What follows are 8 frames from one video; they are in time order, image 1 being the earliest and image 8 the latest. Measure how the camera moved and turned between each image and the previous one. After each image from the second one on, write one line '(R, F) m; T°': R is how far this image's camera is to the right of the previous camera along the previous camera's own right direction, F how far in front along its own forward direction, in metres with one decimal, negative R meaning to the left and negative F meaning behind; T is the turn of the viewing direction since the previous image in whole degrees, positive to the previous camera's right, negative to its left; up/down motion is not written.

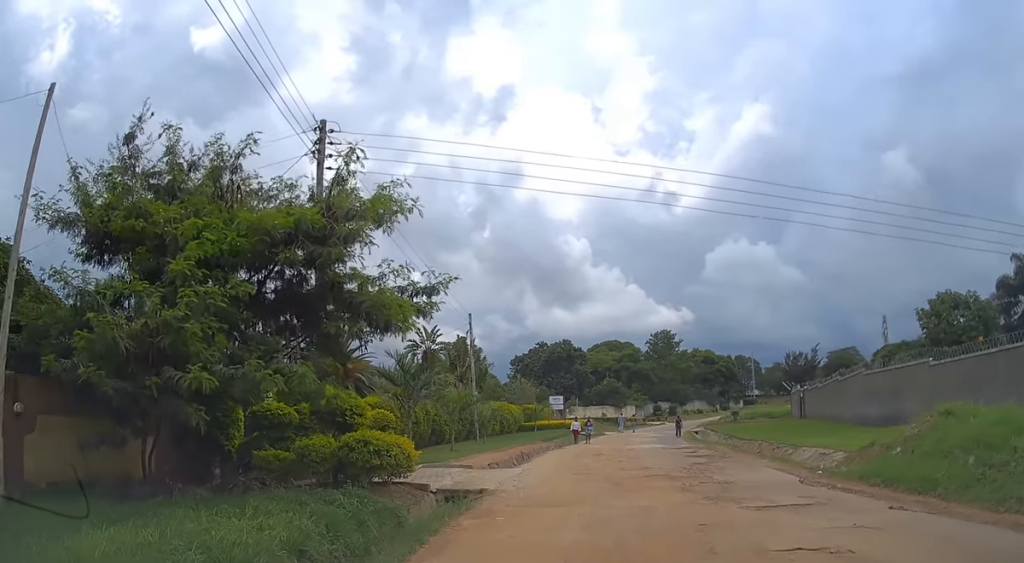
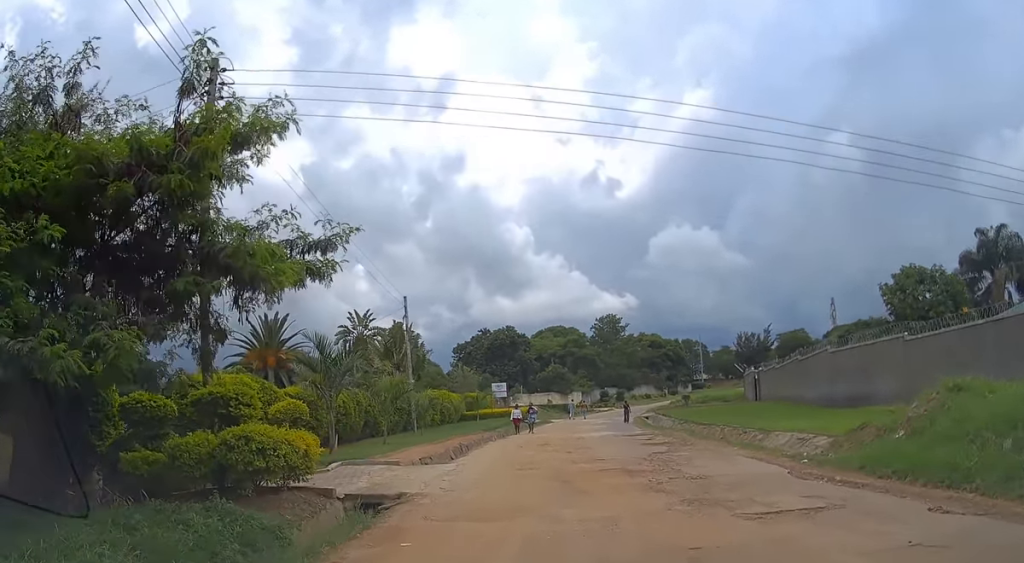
(+0.1, +2.9) m; +5°
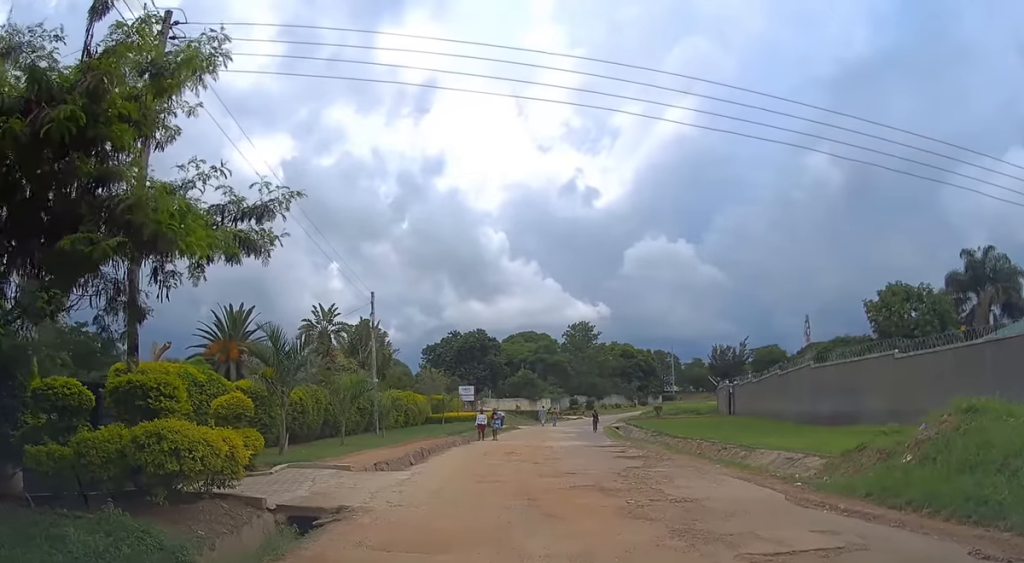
(0.0, +1.7) m; +2°
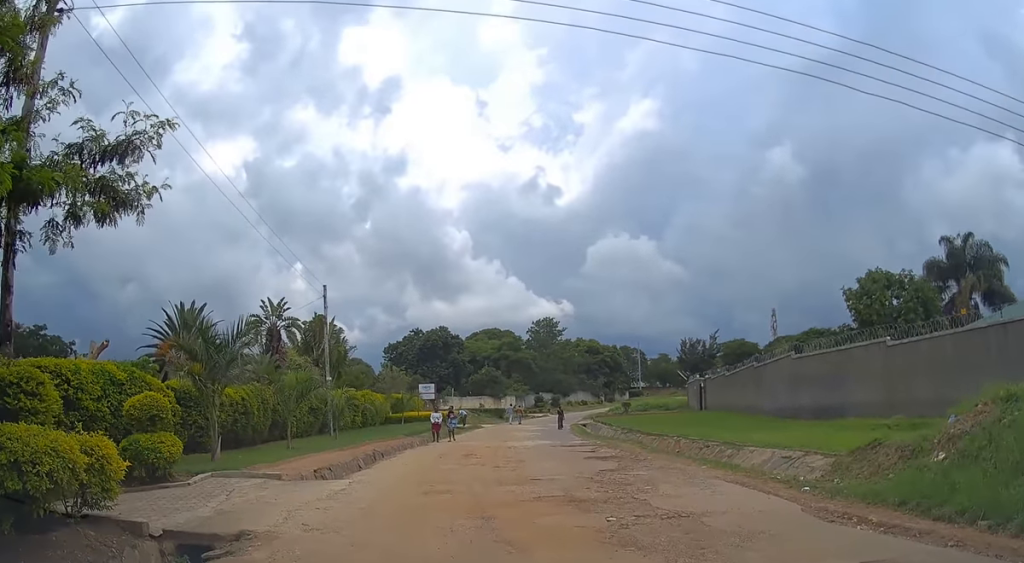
(+0.1, +2.5) m; +1°
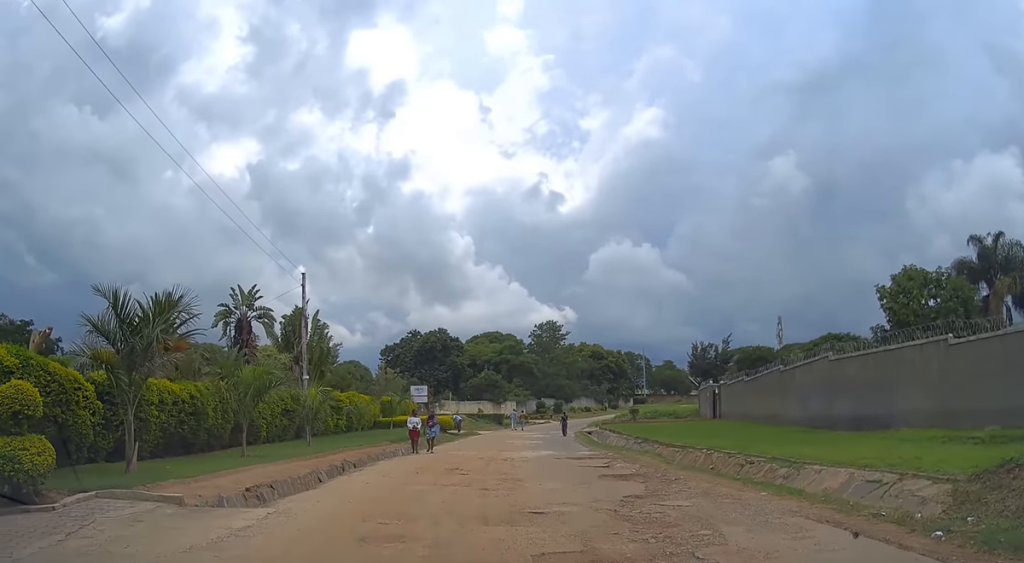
(+0.1, +4.0) m; +1°
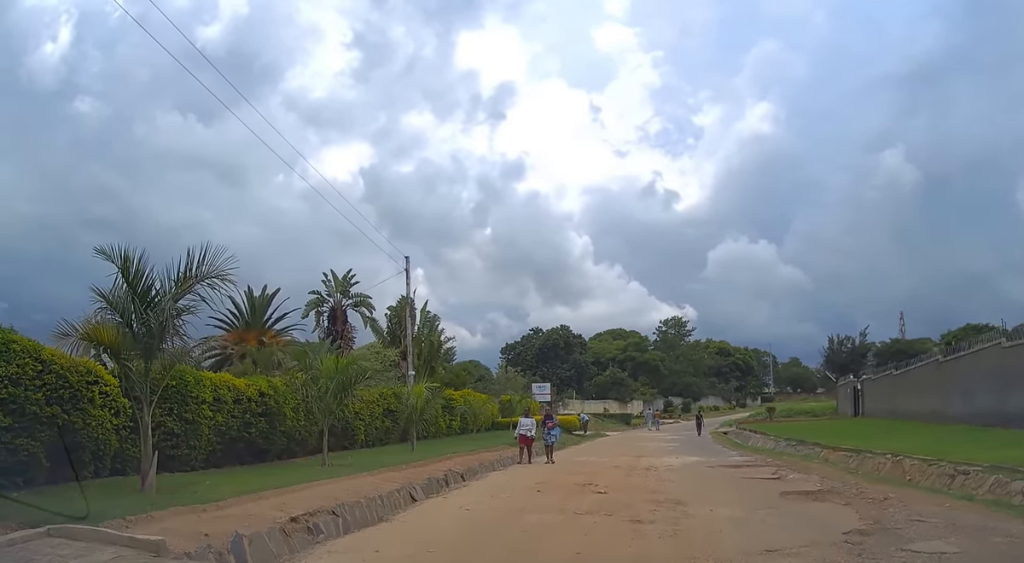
(-0.4, +4.1) m; -7°
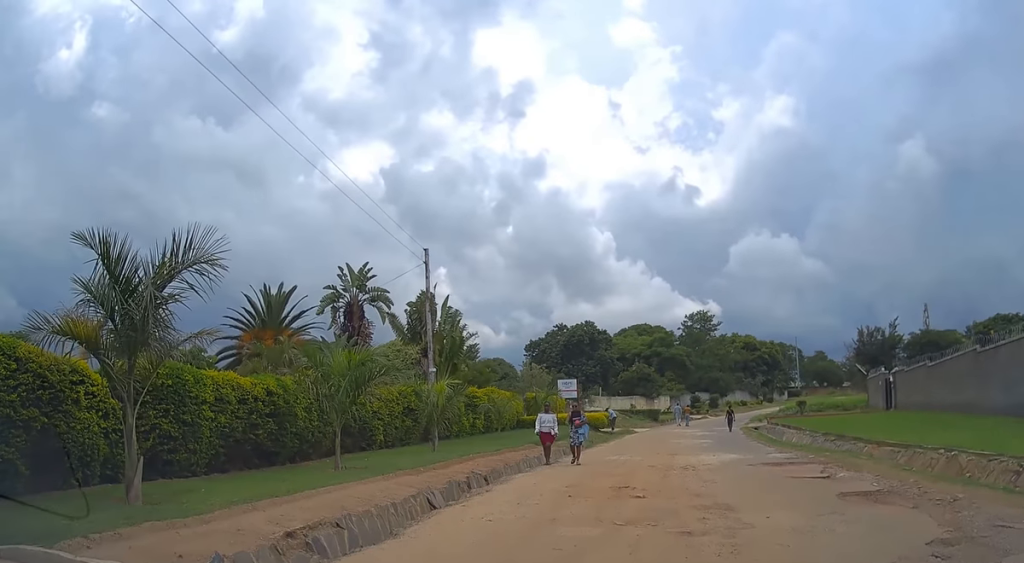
(0.0, +1.3) m; 0°
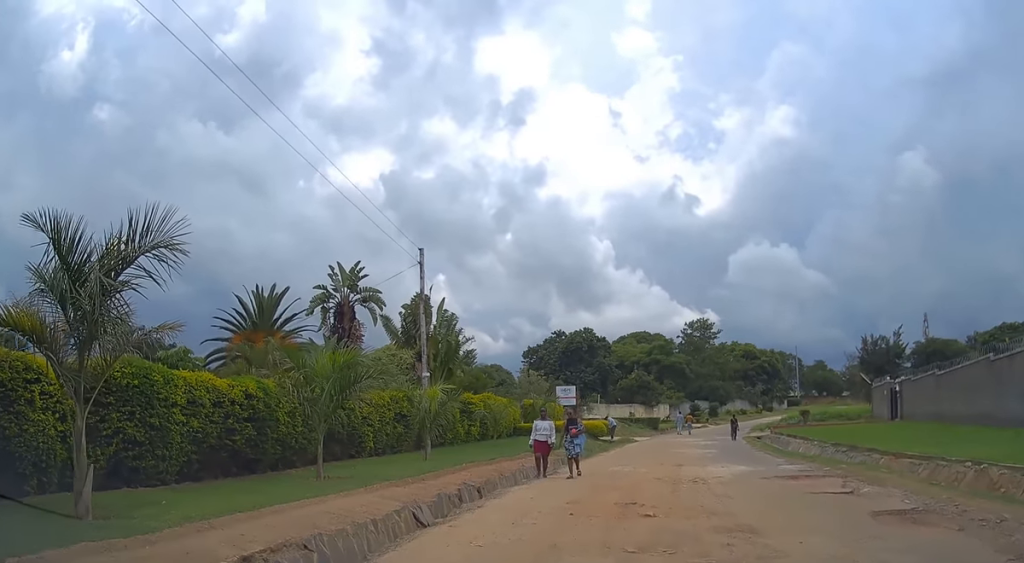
(0.0, +1.2) m; 0°
